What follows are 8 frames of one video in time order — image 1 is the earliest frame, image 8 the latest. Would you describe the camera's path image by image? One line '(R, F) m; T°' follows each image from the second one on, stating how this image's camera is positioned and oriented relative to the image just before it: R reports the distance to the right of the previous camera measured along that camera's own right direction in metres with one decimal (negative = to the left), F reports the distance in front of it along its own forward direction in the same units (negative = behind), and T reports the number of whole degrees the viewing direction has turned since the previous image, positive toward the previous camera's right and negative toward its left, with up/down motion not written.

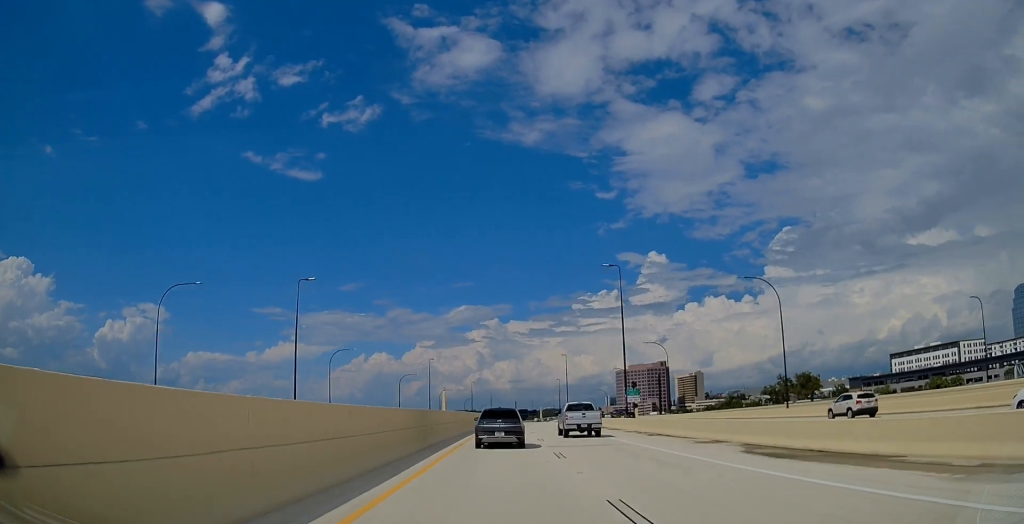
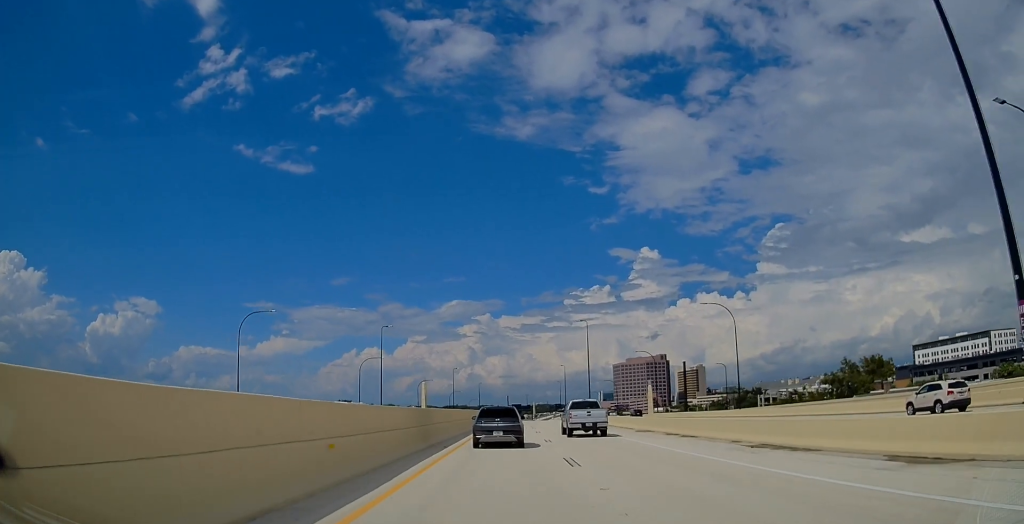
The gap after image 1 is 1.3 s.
(+0.3, +40.0) m; +1°
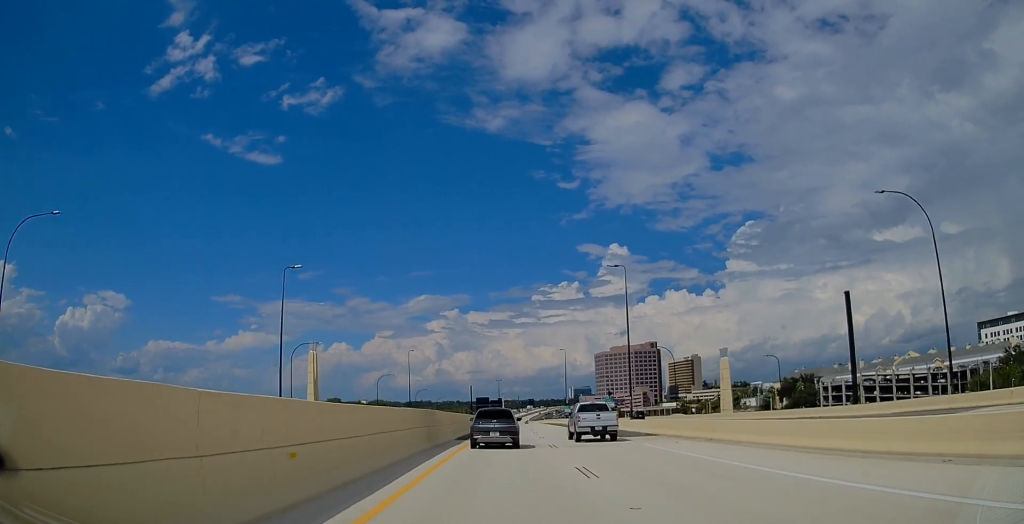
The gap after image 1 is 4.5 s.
(+2.1, +101.6) m; +2°
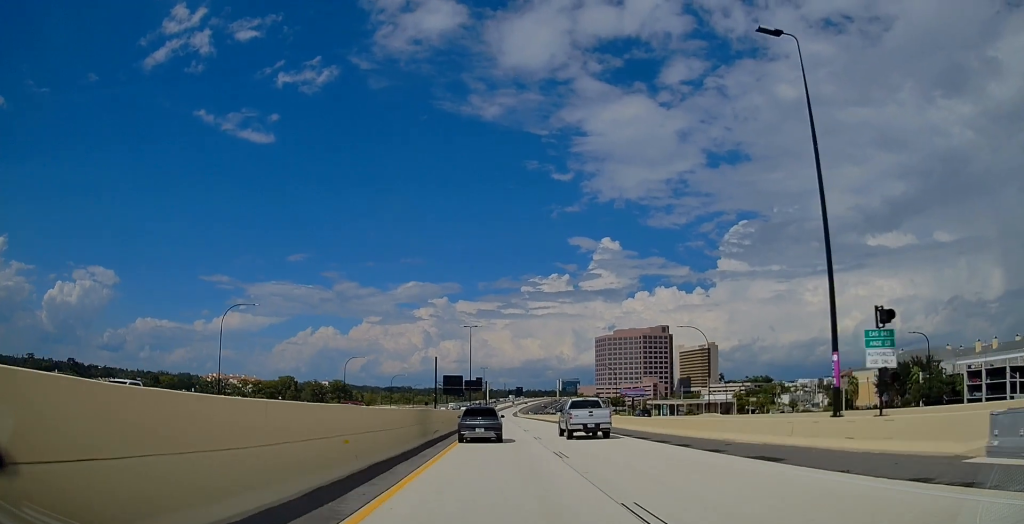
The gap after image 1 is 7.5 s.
(+1.9, +92.7) m; +2°
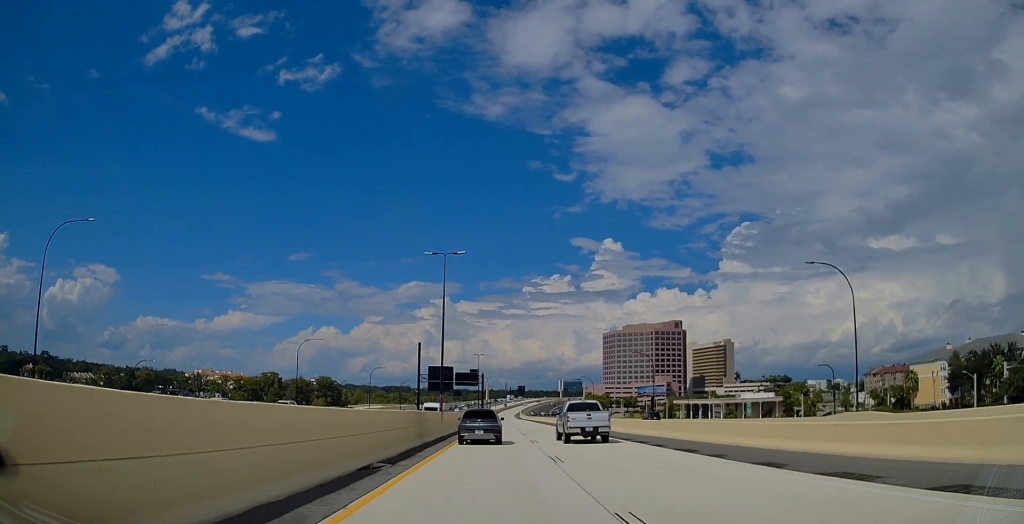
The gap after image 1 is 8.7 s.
(0.0, +37.3) m; 0°
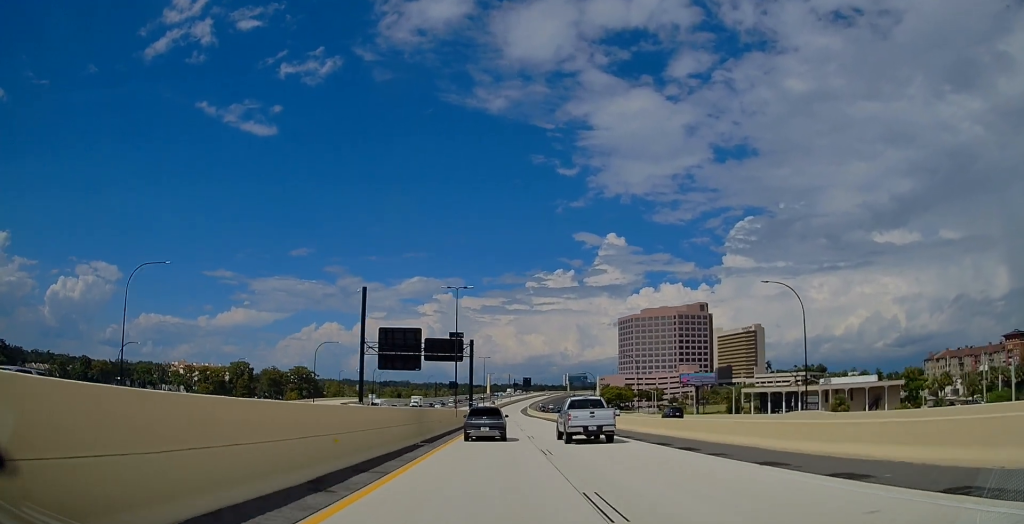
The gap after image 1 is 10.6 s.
(-0.3, +58.5) m; 0°
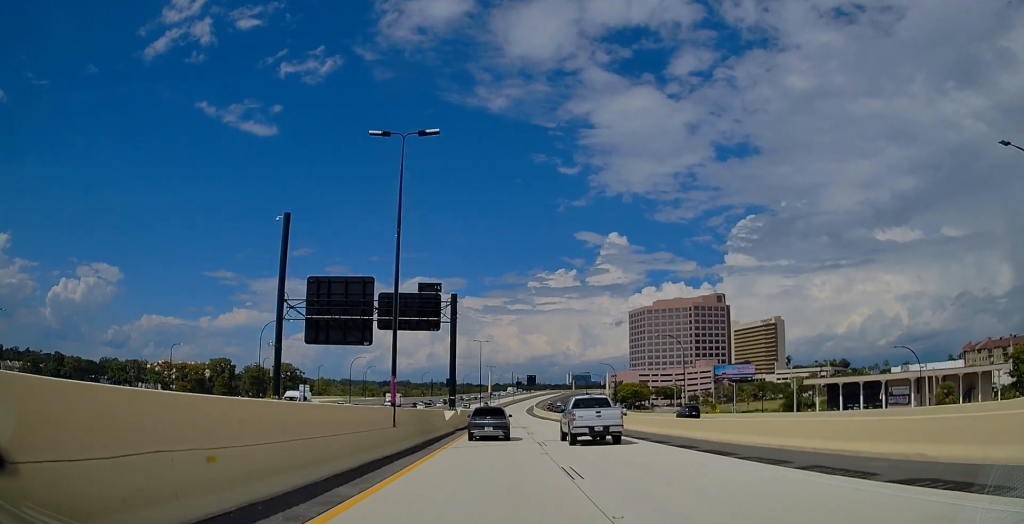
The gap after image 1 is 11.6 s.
(-0.1, +31.5) m; 0°
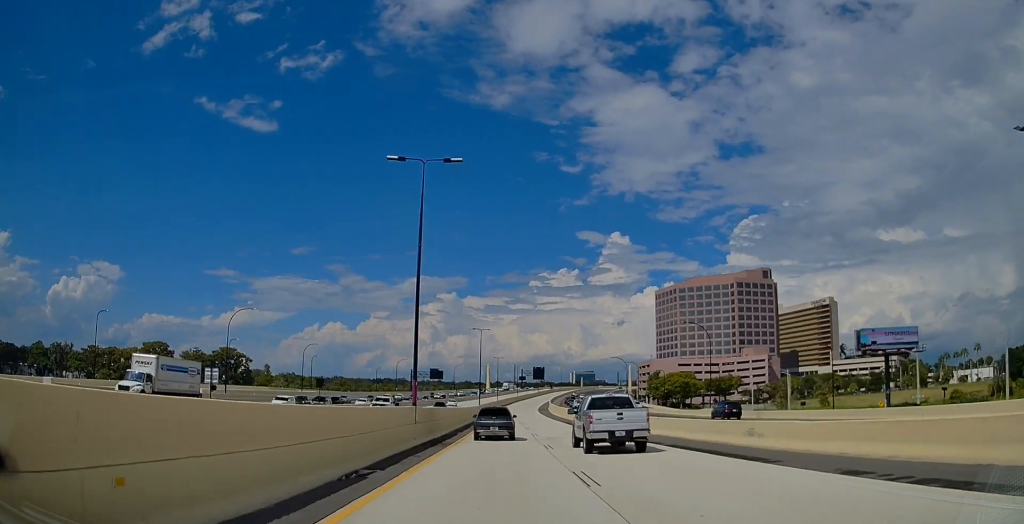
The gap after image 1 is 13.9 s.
(-0.2, +74.4) m; 0°
